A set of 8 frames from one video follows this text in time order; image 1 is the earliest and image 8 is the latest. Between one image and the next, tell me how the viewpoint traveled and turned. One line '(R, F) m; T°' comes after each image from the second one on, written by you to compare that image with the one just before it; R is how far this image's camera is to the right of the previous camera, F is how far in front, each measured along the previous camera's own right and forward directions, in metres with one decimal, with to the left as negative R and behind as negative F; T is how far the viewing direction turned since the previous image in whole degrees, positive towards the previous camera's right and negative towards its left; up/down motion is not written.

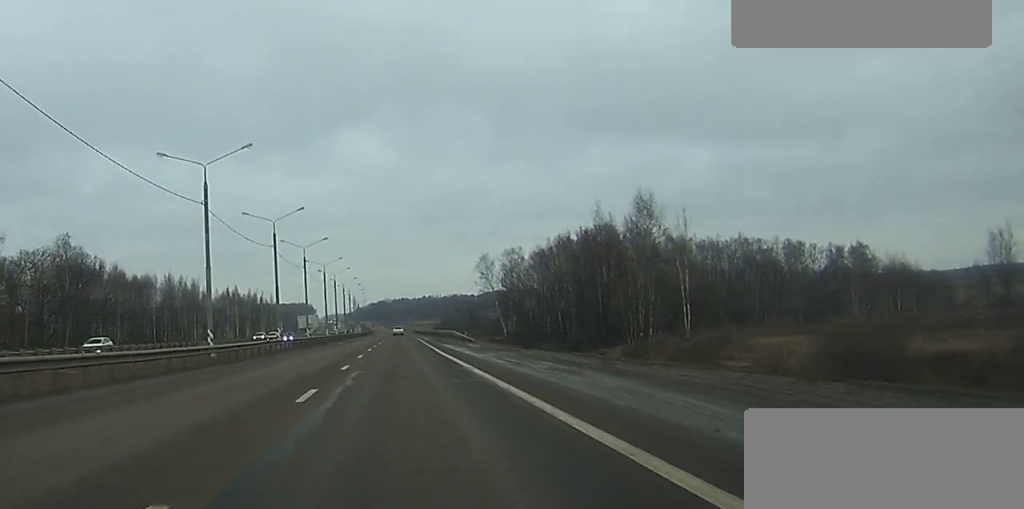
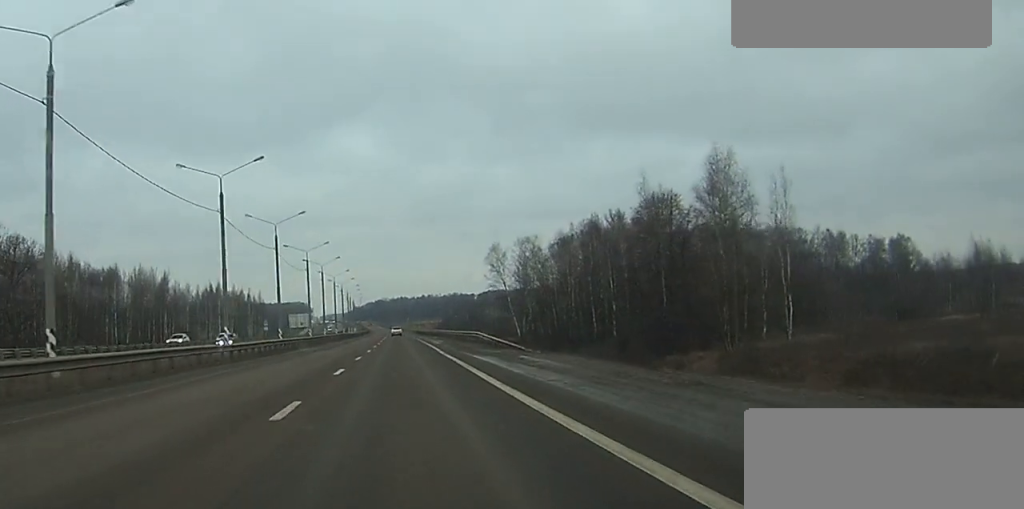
(-0.1, +26.3) m; 0°
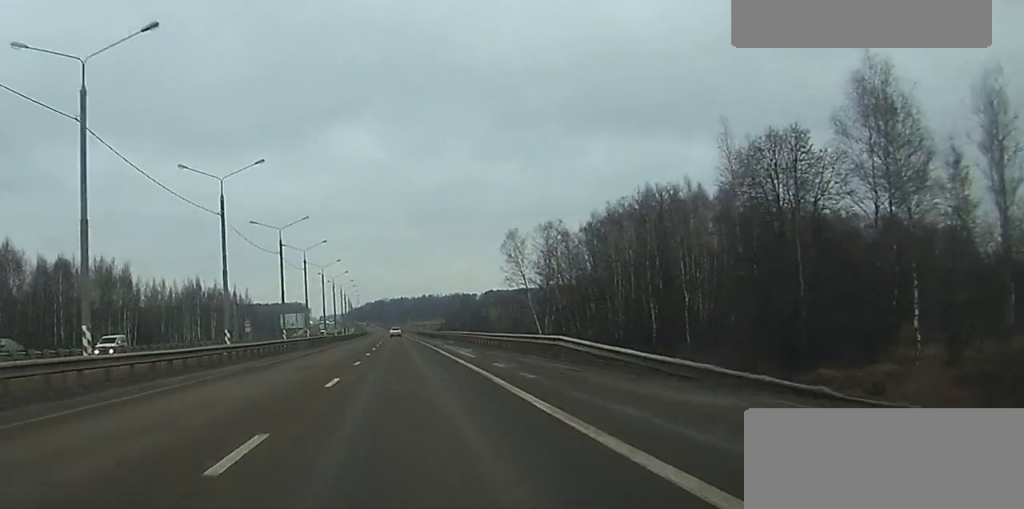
(0.0, +28.3) m; 0°
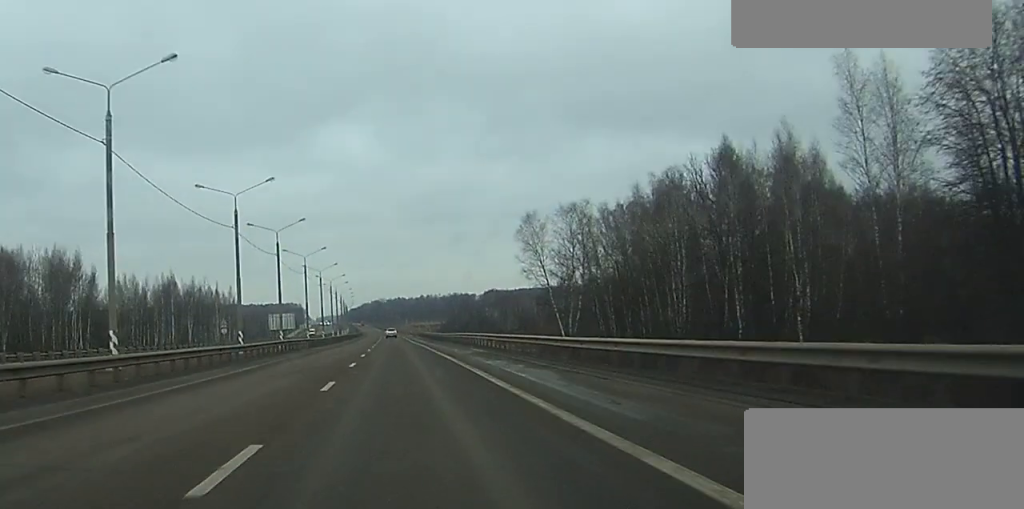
(+0.1, +24.6) m; 0°
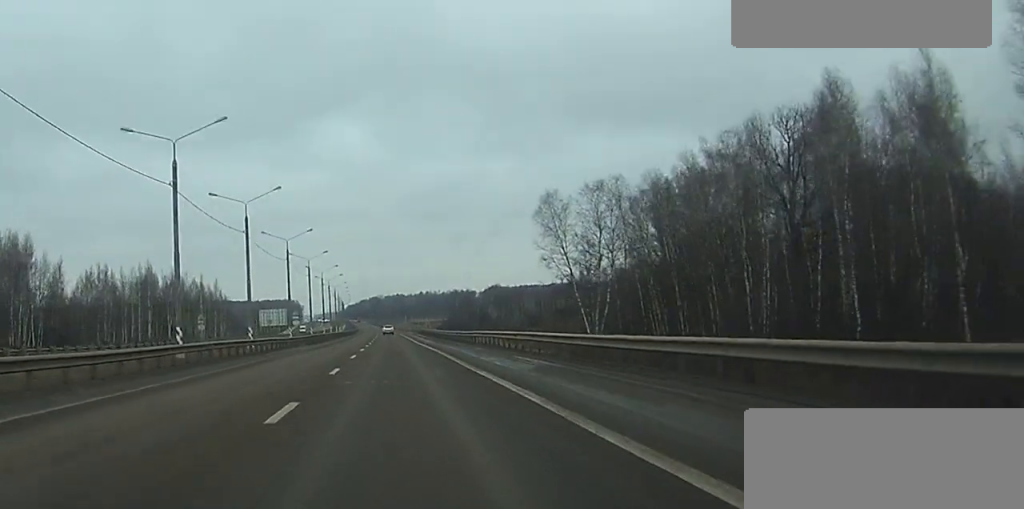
(0.0, +19.2) m; 0°
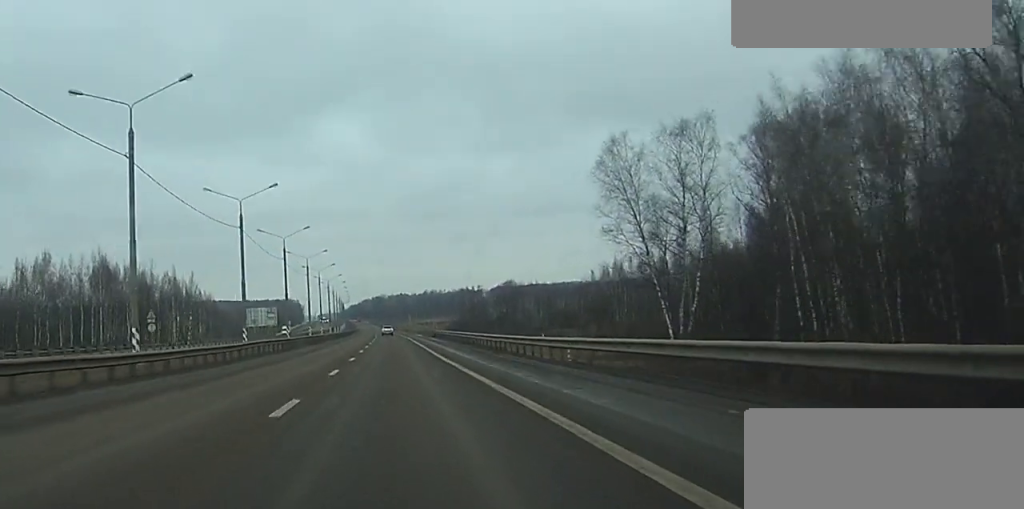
(-0.1, +34.6) m; 0°
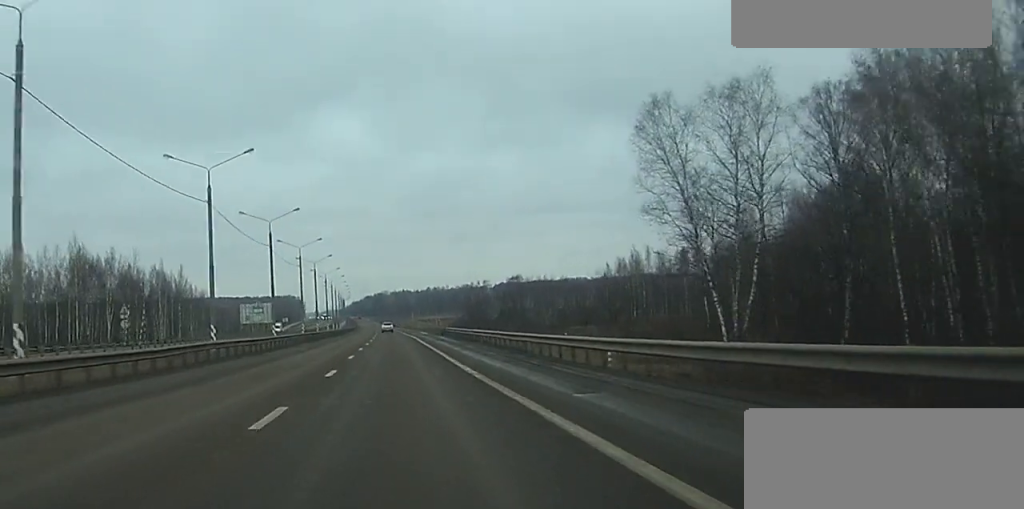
(0.0, +13.6) m; 0°
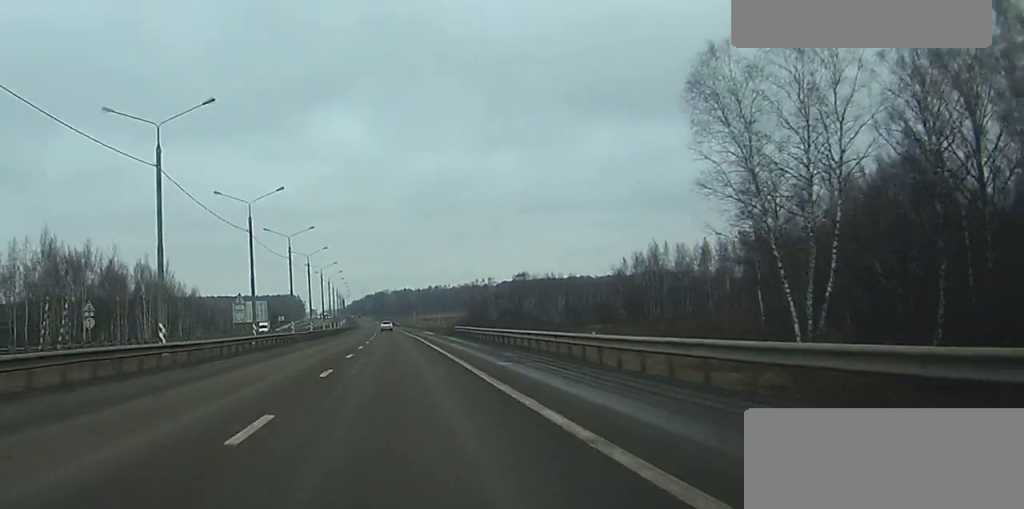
(0.0, +13.6) m; 0°
